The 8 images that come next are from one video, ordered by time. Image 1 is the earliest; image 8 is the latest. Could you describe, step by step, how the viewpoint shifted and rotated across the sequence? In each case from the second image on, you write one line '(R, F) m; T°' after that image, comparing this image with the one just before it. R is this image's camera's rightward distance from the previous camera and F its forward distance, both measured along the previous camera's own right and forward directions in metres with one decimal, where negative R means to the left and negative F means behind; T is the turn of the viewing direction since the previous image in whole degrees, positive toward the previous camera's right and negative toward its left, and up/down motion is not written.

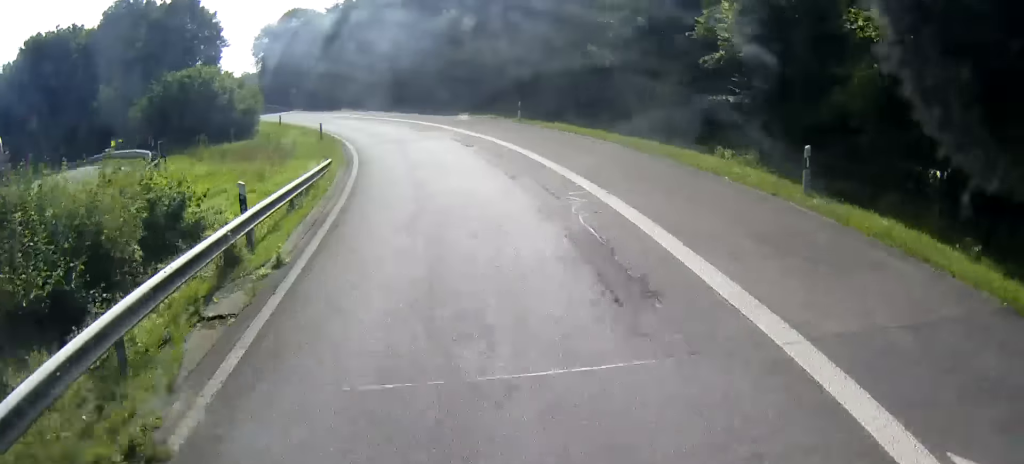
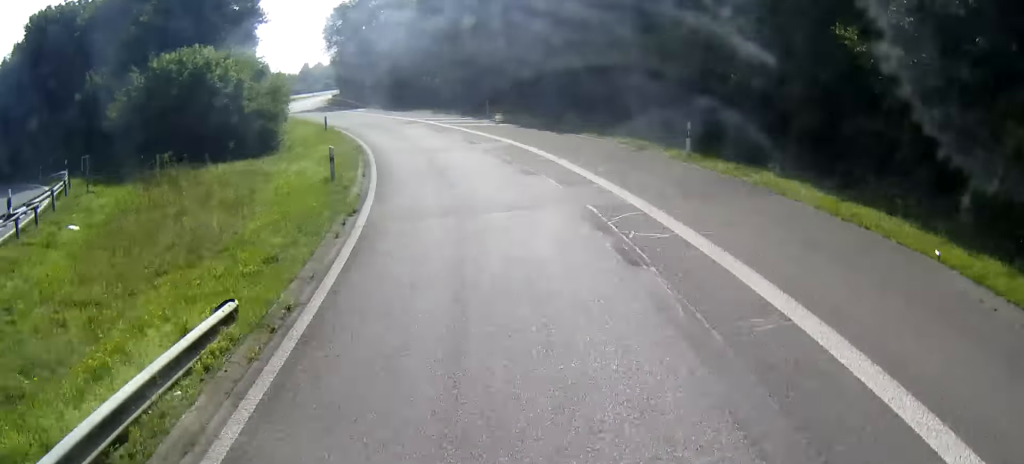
(-1.2, +16.0) m; -8°
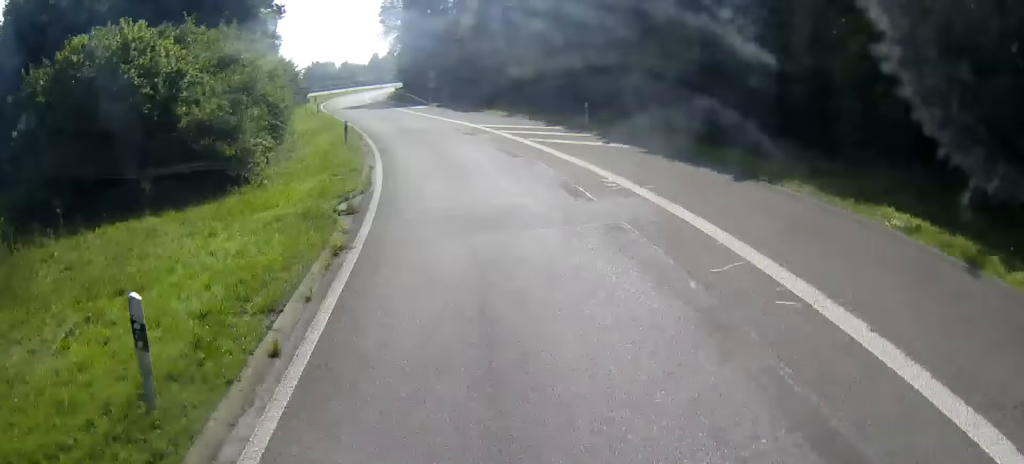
(-0.8, +14.7) m; -7°
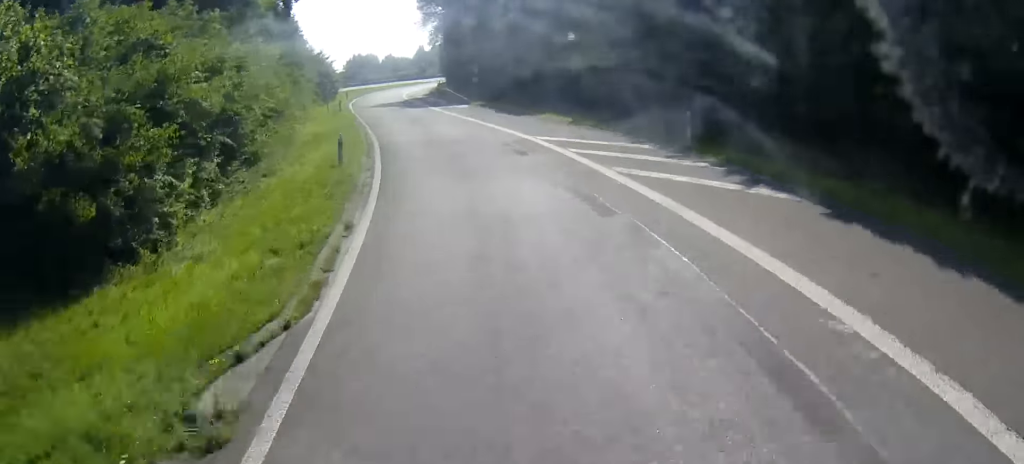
(-0.6, +9.3) m; -4°
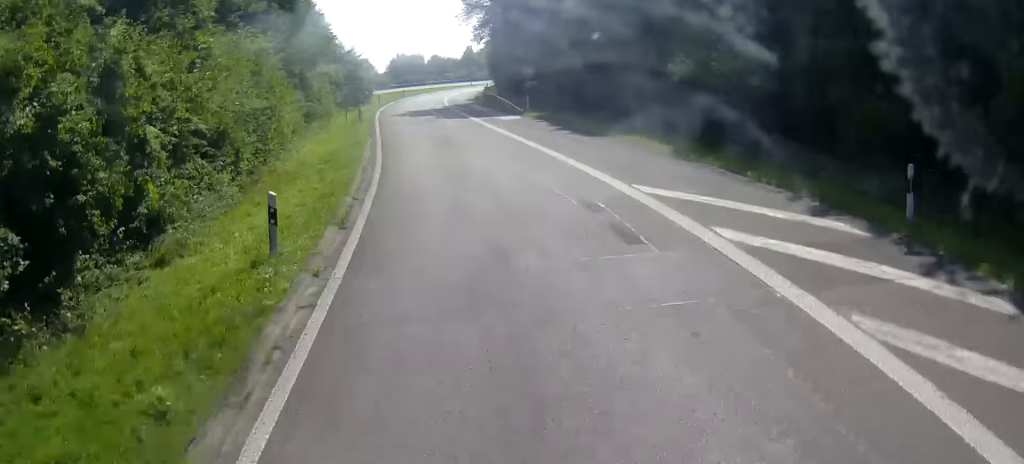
(-0.3, +10.0) m; -4°
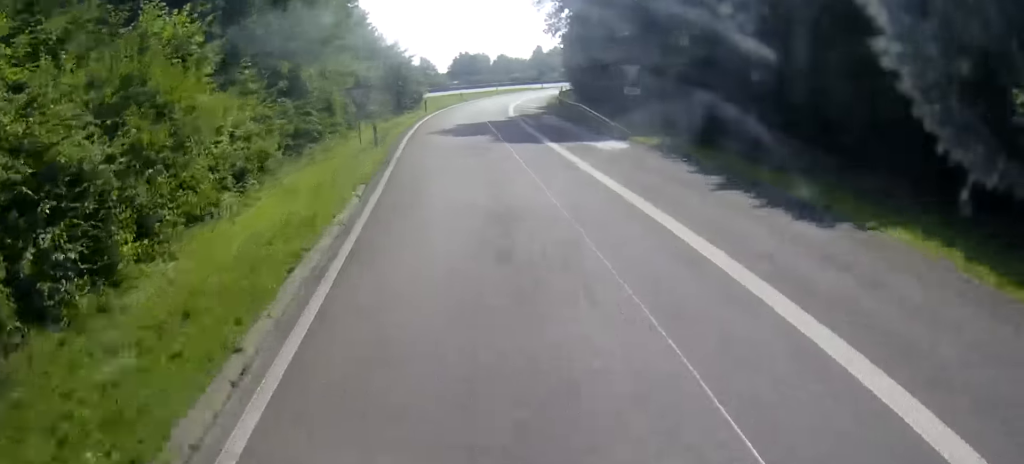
(-0.7, +14.8) m; -5°
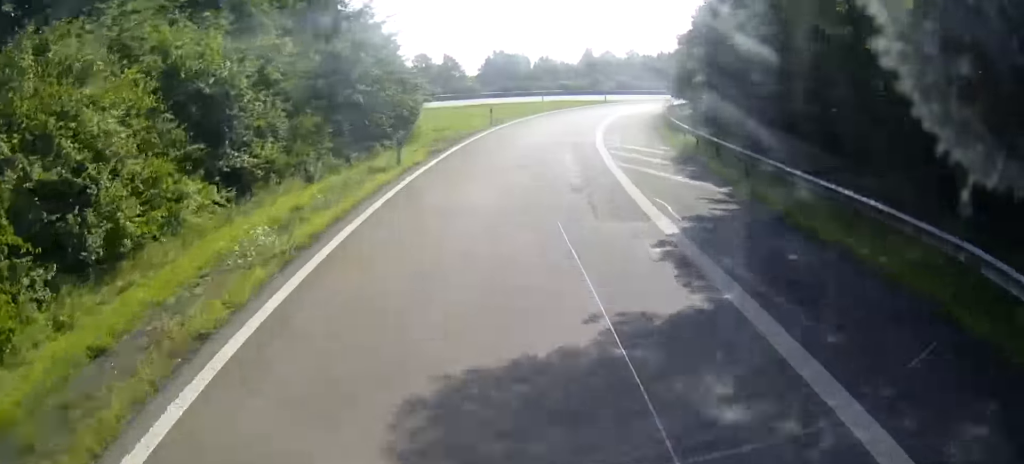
(-1.9, +32.0) m; -4°
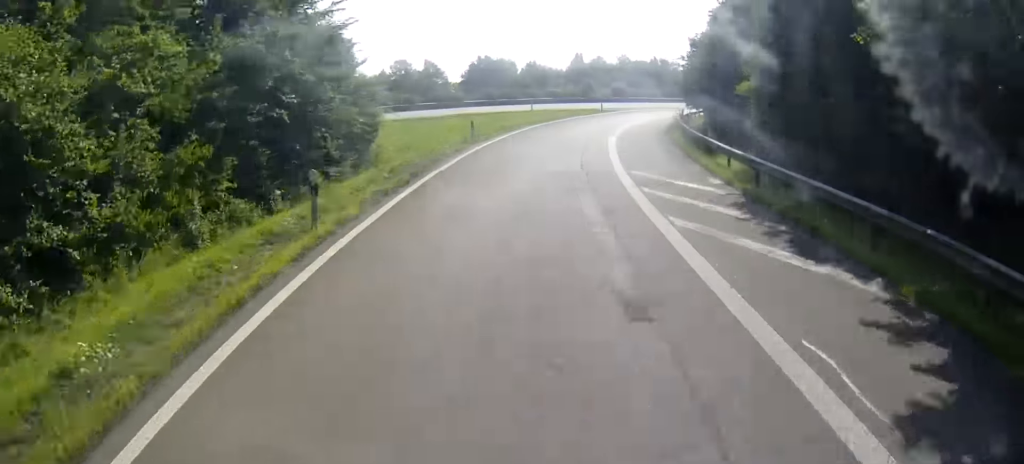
(0.0, +7.9) m; 0°
